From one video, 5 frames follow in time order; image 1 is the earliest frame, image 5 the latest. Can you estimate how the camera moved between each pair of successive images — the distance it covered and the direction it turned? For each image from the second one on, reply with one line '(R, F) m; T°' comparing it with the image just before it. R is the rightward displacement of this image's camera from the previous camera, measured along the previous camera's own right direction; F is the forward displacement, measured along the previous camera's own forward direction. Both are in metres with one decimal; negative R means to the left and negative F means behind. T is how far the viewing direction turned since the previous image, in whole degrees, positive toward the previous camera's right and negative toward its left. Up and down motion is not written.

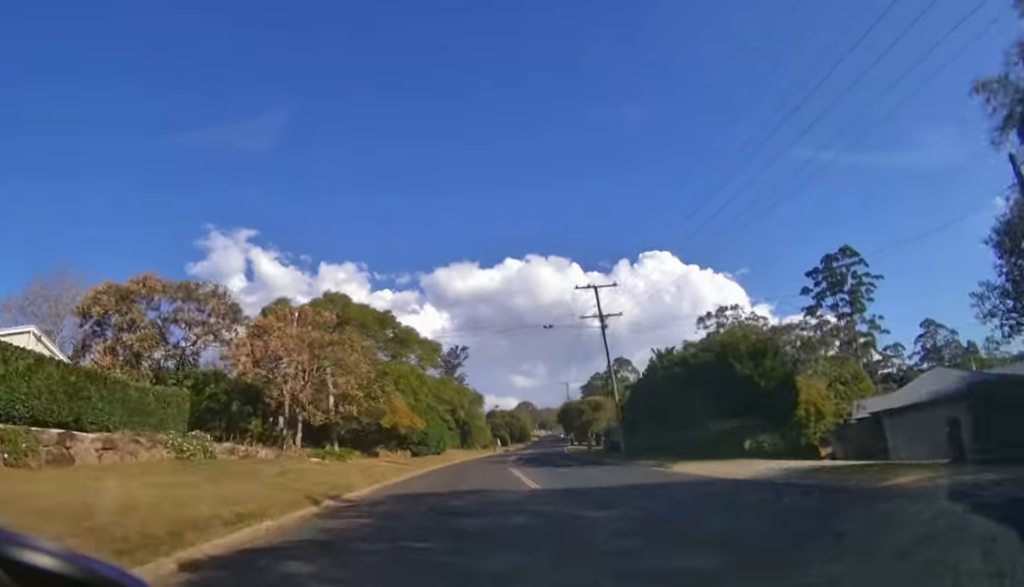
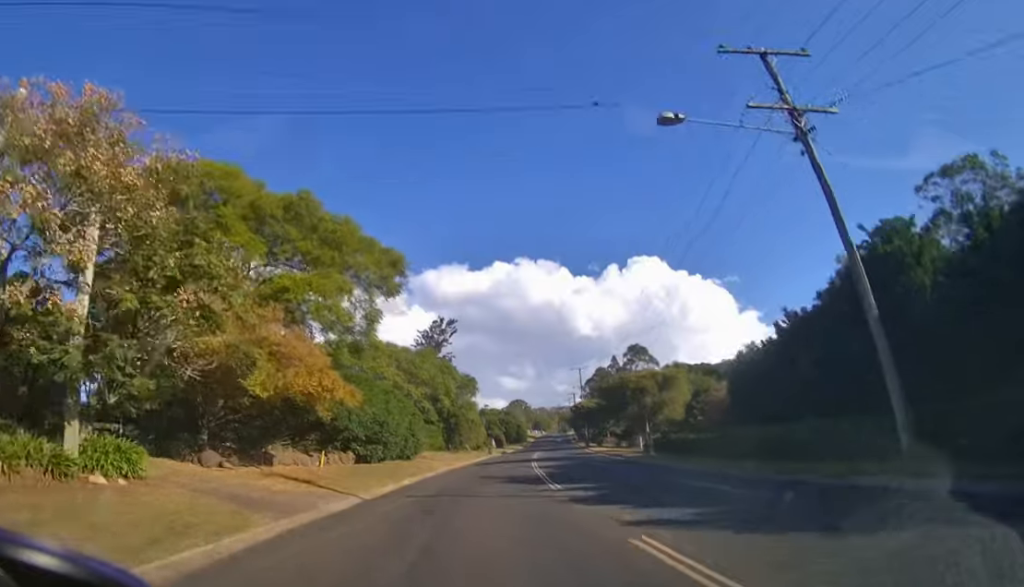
(+0.4, +22.2) m; +2°
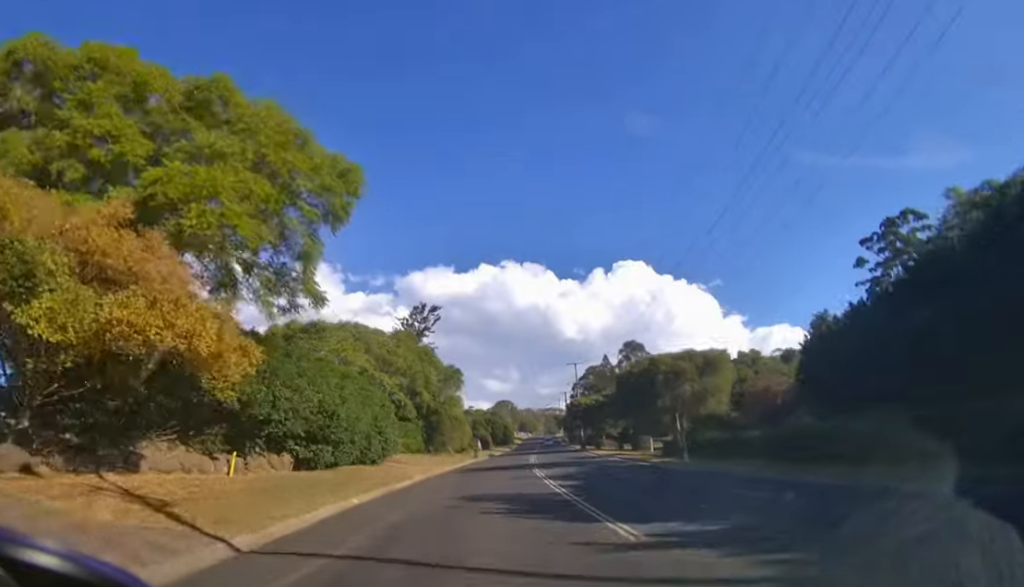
(+0.1, +8.6) m; +1°
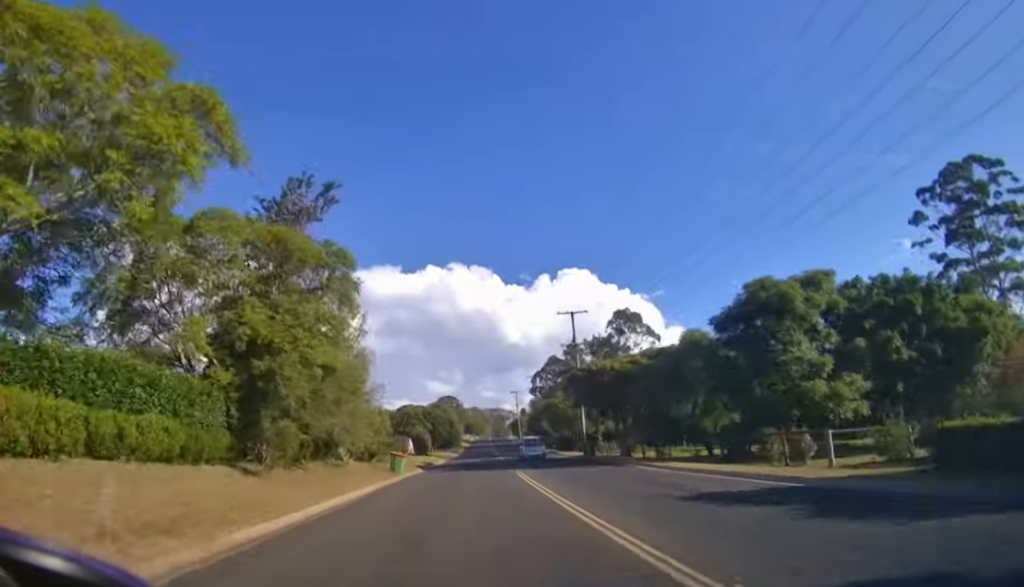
(+1.2, +30.6) m; +5°
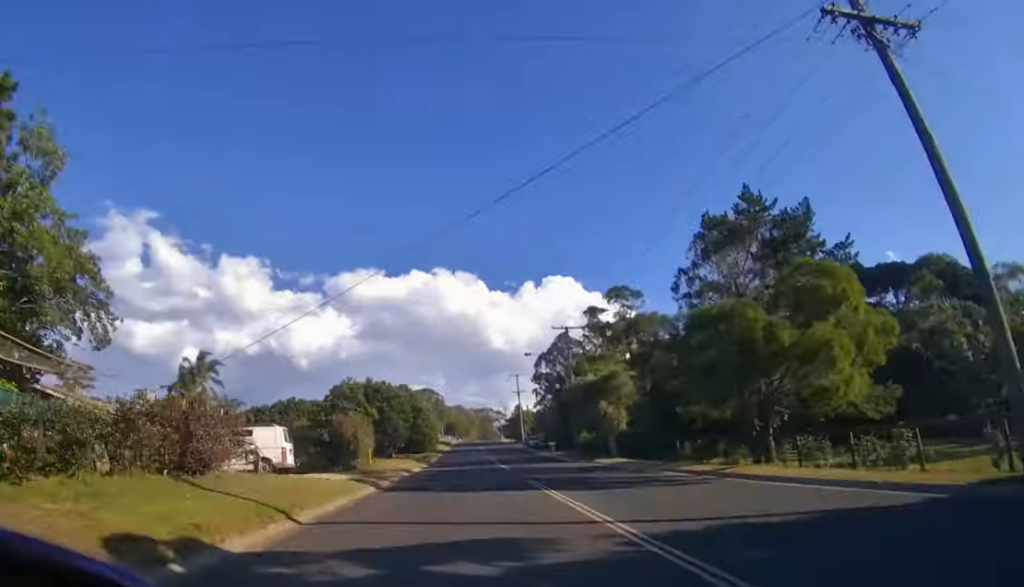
(+1.3, +30.6) m; +4°
